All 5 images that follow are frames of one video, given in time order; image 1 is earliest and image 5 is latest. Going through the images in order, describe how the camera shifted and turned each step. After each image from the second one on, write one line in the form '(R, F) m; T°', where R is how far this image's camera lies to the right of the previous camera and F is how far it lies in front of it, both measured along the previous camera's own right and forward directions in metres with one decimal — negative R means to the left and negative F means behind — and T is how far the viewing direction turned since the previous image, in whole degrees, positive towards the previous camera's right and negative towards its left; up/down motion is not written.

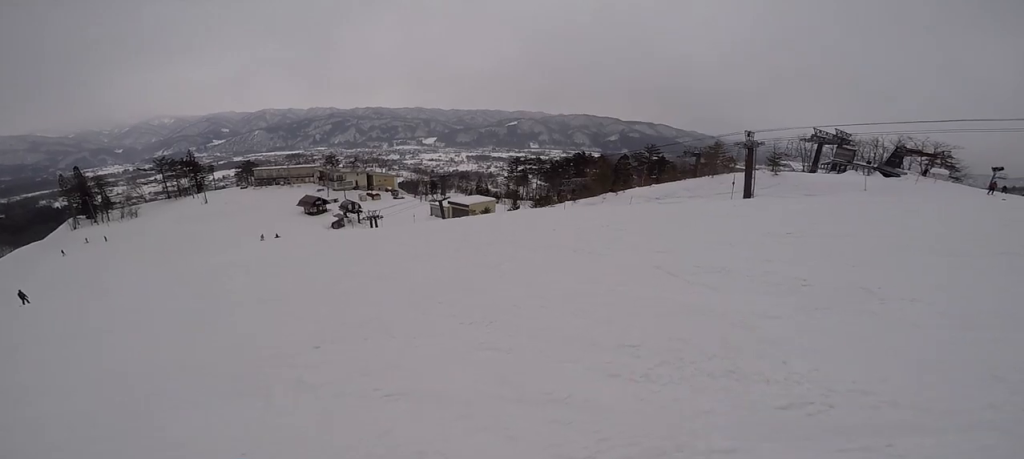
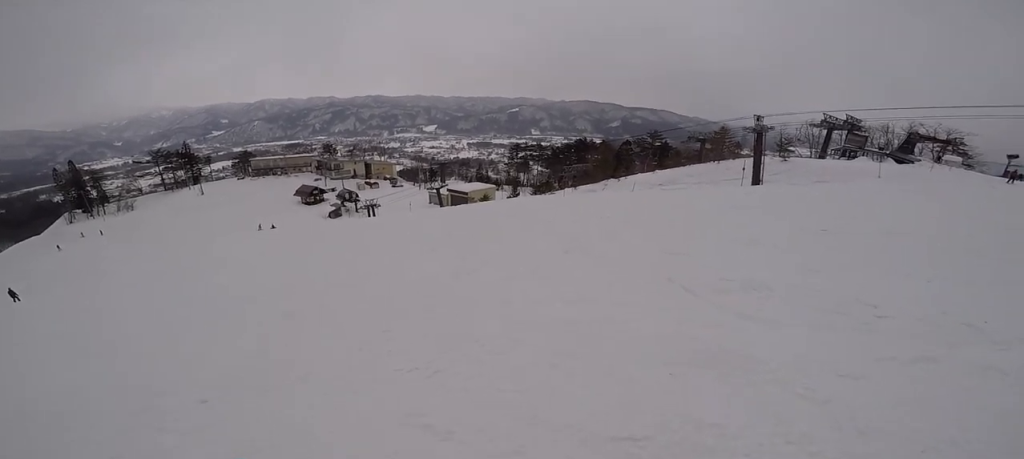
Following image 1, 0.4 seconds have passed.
(-0.1, +1.4) m; -4°
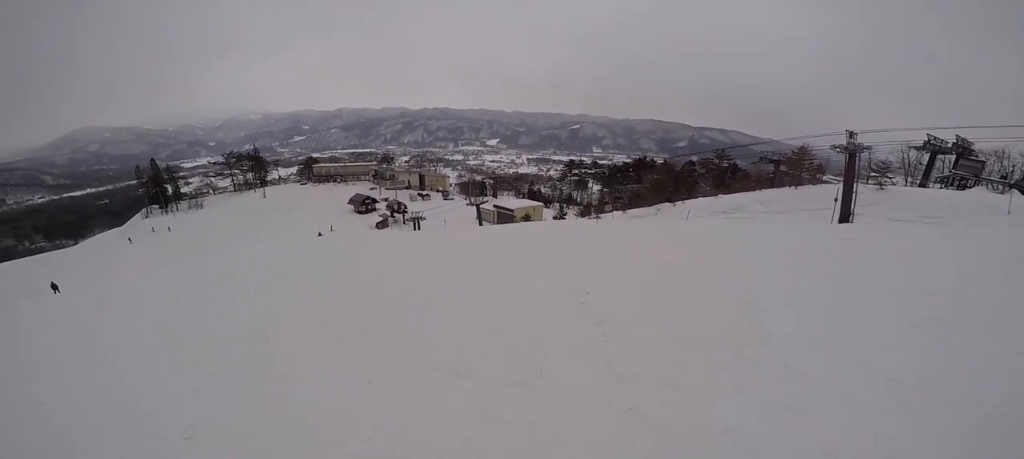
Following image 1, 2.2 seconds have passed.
(-0.2, +6.2) m; -14°
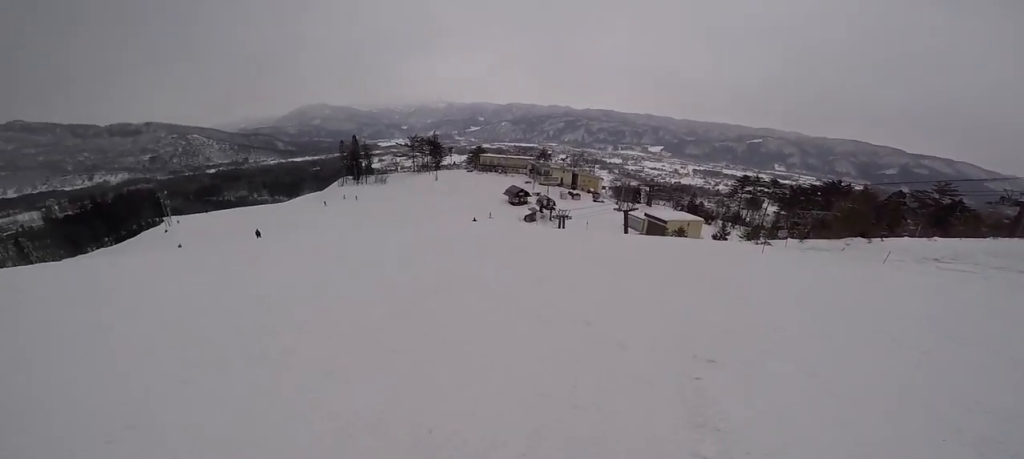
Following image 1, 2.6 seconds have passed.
(-0.6, +1.8) m; -16°
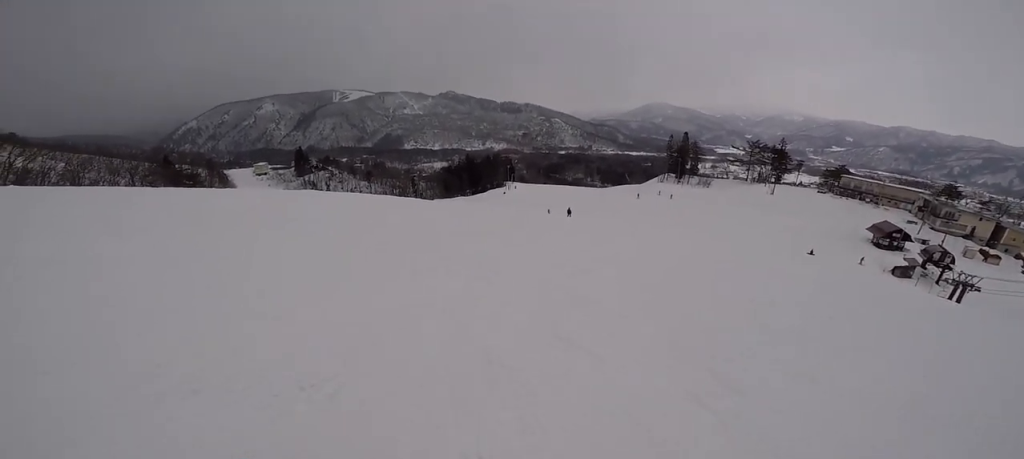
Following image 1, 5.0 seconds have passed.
(-5.7, +8.5) m; -51°
